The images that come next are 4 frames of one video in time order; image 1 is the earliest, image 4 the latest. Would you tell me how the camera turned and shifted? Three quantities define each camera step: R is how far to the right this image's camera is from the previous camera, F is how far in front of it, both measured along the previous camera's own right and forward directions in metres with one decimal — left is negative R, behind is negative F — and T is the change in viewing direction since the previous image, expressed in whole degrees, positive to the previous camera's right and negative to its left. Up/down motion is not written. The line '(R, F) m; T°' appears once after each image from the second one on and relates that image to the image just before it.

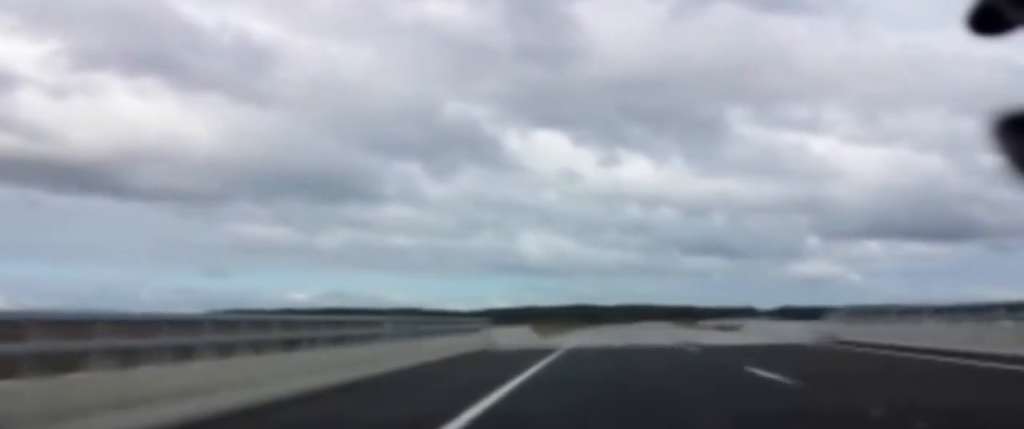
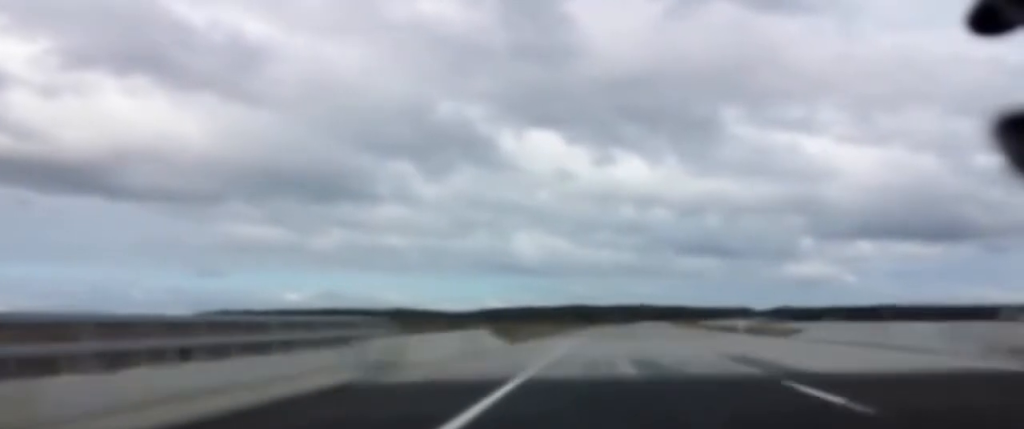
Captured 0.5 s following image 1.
(+0.1, +15.3) m; 0°
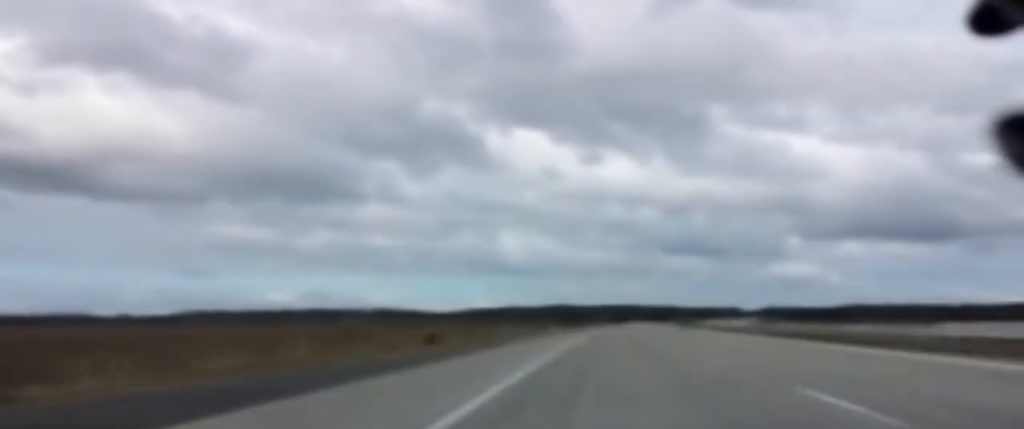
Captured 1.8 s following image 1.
(+0.3, +38.7) m; 0°
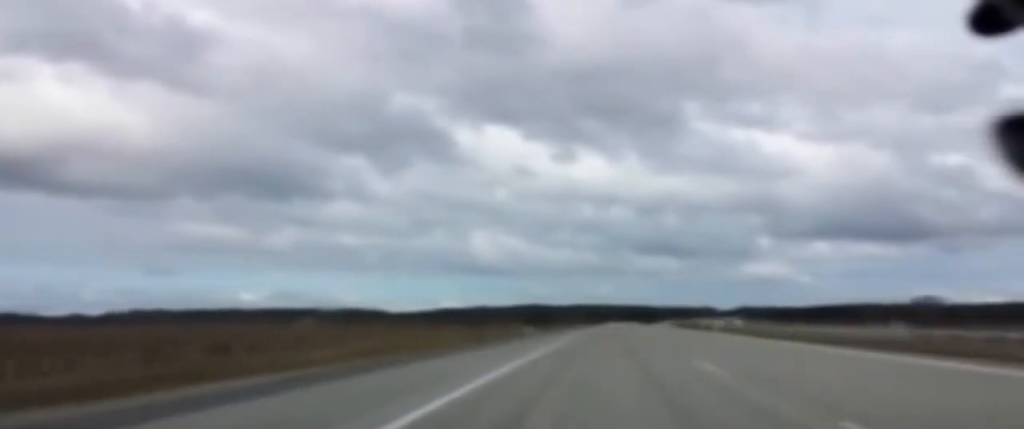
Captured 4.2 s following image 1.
(+0.7, +75.4) m; +2°
